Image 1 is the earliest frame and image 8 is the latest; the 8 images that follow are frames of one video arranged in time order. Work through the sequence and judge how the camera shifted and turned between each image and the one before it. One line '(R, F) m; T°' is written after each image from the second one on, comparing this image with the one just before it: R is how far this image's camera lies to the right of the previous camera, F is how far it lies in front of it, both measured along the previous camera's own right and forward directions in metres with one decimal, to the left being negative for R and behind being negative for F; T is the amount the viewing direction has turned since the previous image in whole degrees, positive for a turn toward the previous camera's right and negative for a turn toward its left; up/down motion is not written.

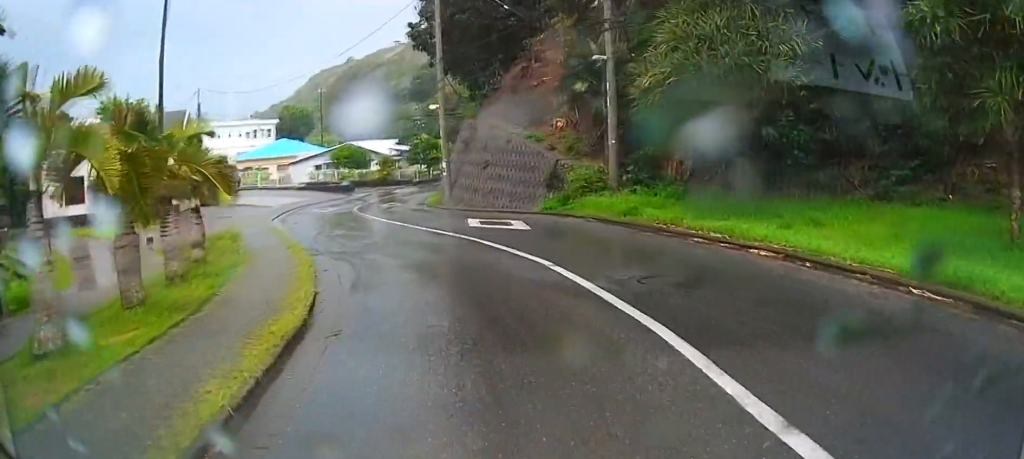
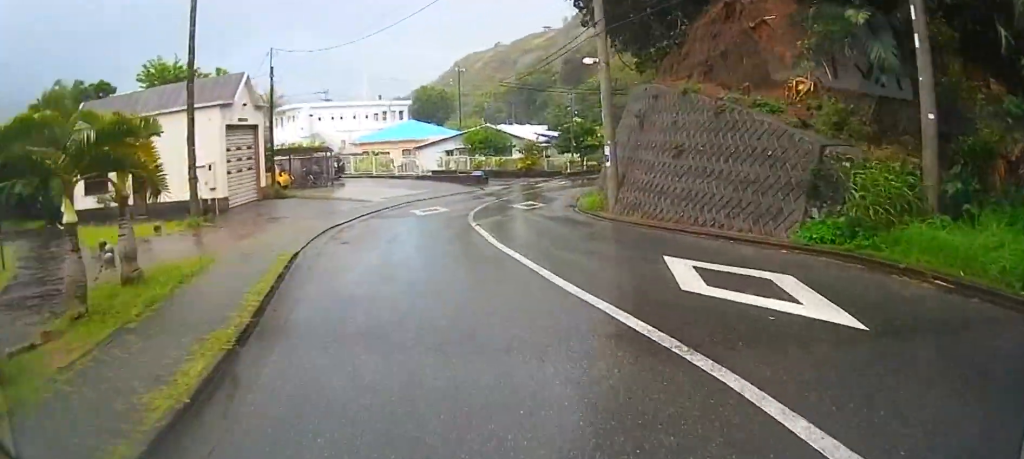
(-2.6, +10.5) m; -17°
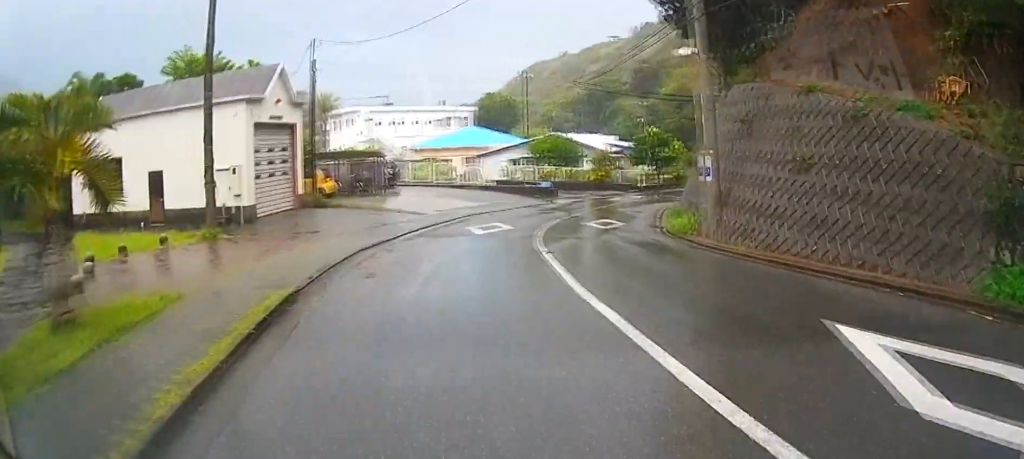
(-0.1, +3.7) m; -2°
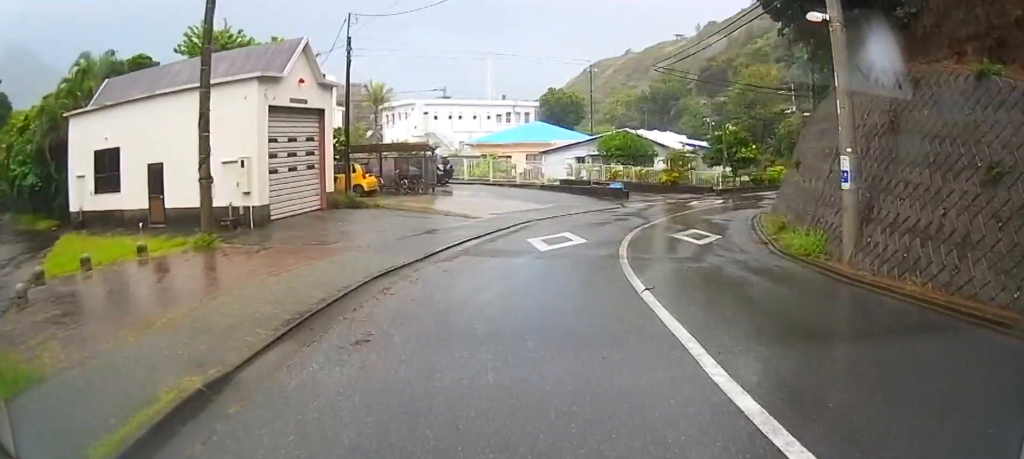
(0.0, +4.1) m; 0°
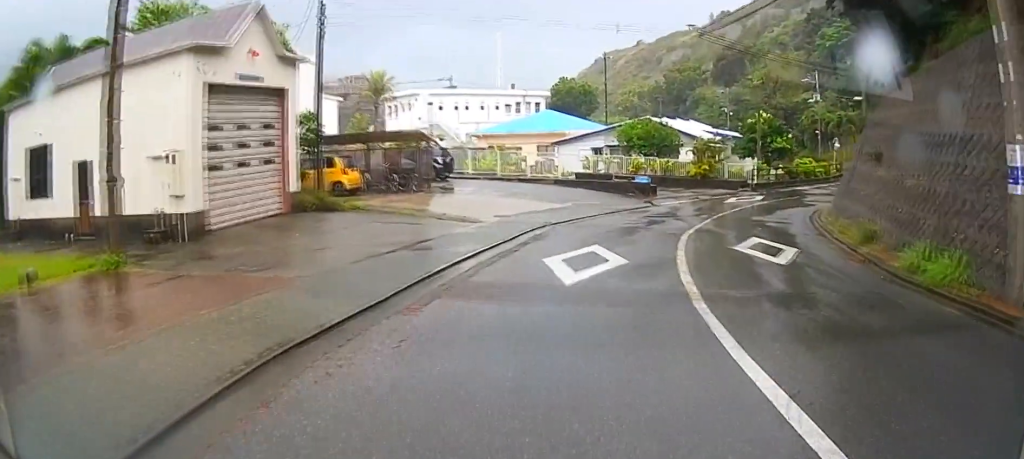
(0.0, +4.7) m; +2°
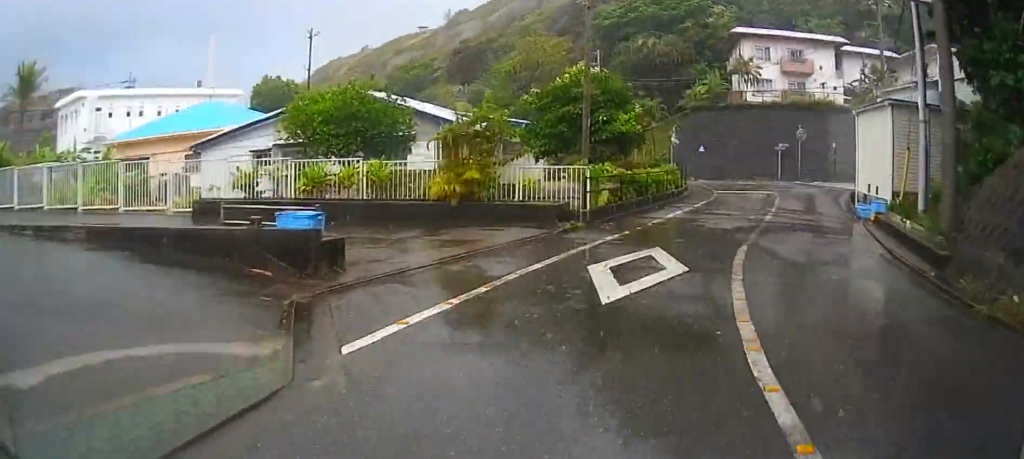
(+2.7, +19.8) m; +14°
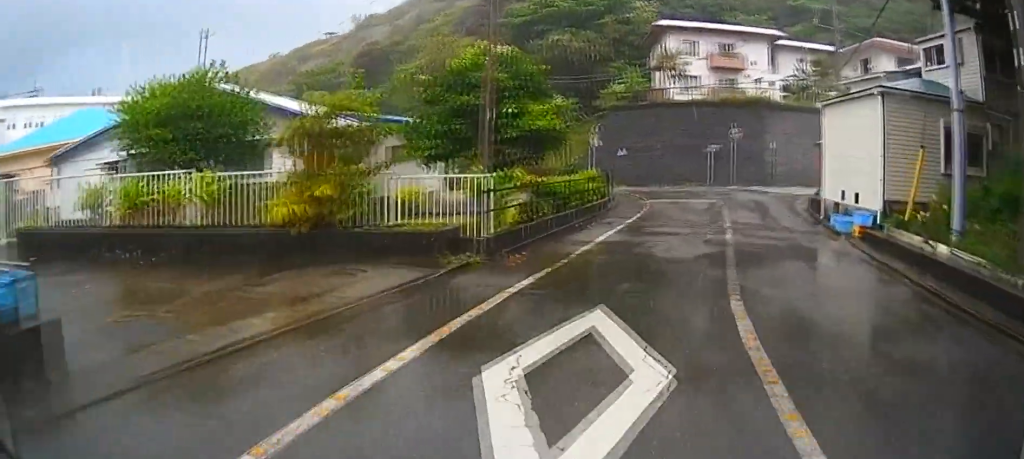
(-0.4, +4.6) m; +6°
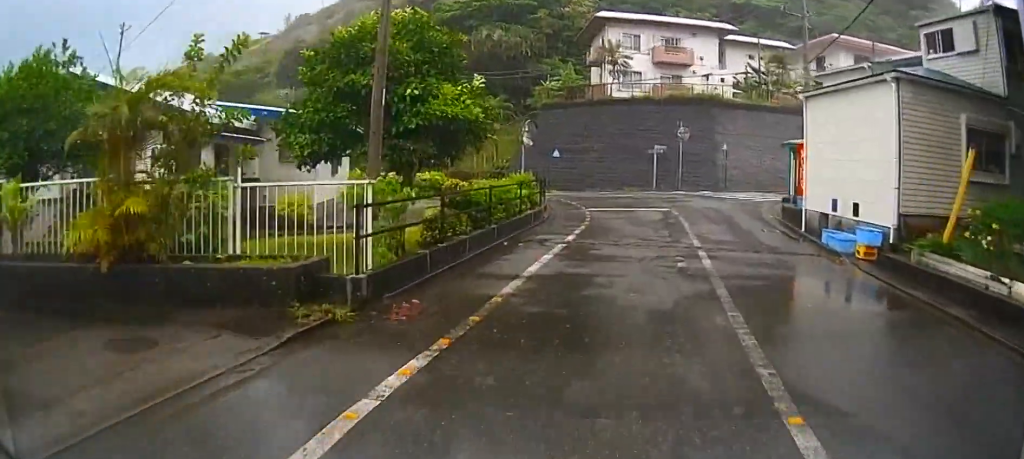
(+0.7, +3.6) m; +4°
